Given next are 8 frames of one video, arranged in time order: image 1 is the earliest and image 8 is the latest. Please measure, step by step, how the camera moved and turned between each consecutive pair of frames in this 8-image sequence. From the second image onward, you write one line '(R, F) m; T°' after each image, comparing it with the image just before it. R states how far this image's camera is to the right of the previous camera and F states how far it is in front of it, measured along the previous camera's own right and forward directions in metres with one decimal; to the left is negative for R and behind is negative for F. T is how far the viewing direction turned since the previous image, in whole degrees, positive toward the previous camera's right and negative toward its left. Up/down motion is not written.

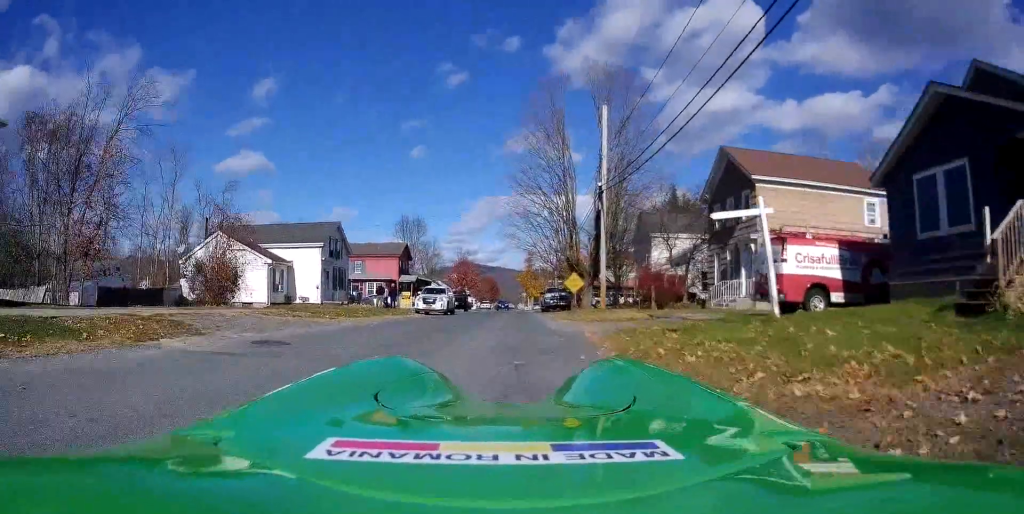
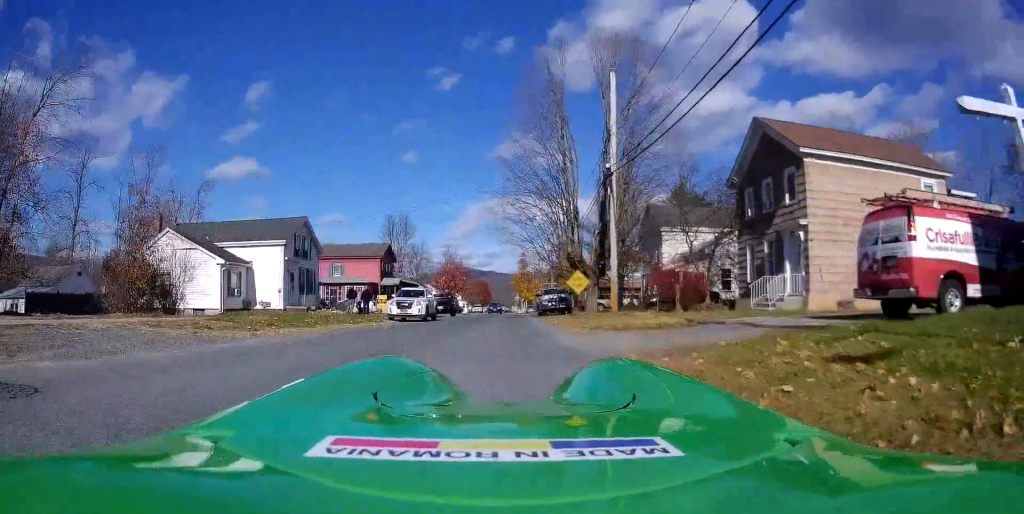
(+0.1, +5.4) m; +1°
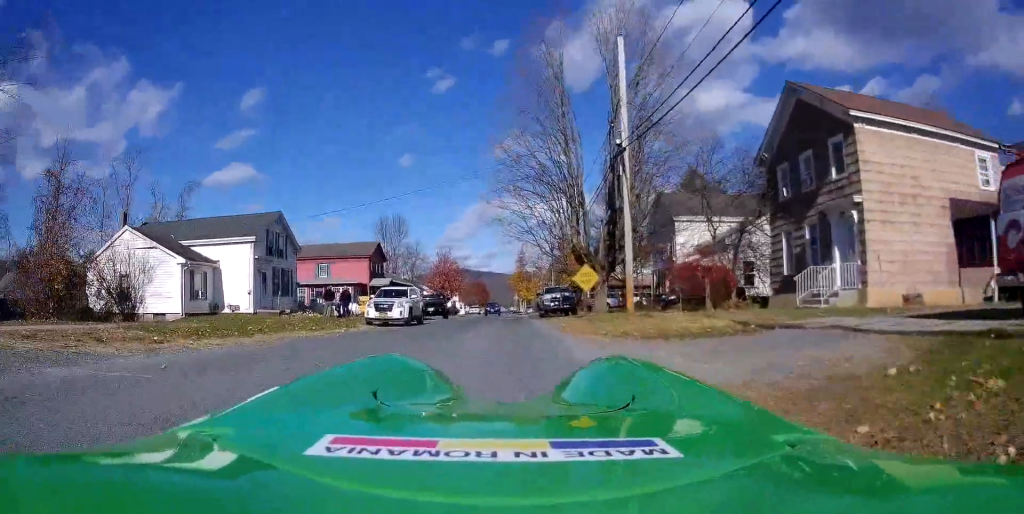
(0.0, +4.0) m; 0°
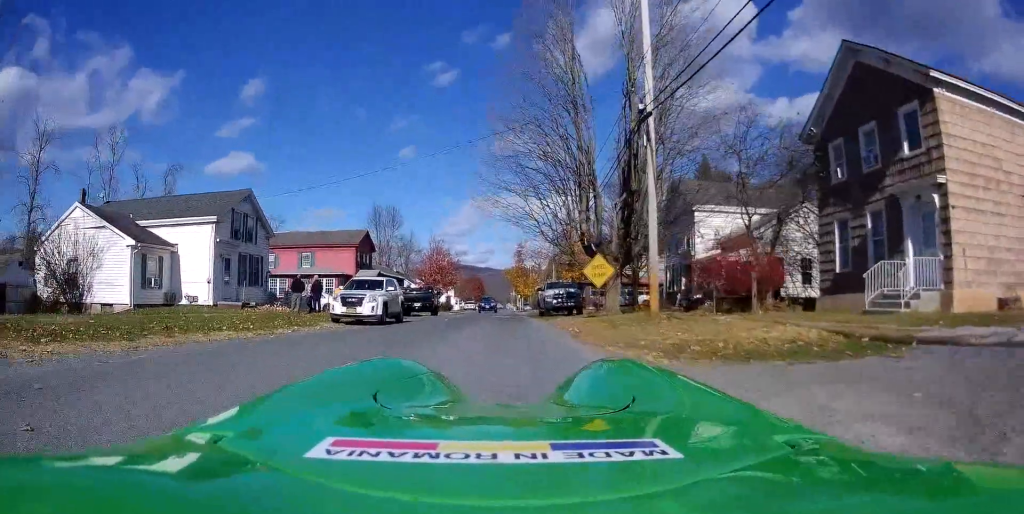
(0.0, +3.9) m; 0°
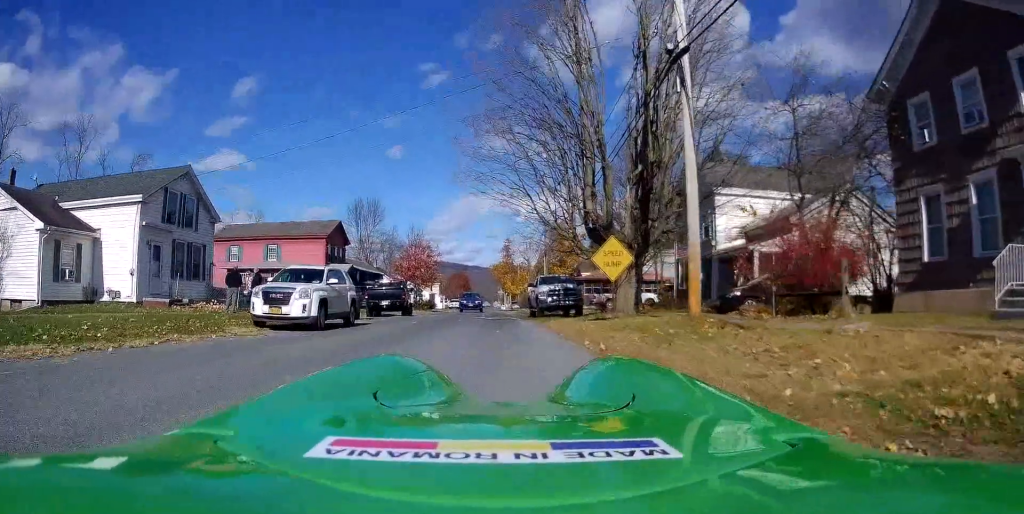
(0.0, +6.2) m; -2°
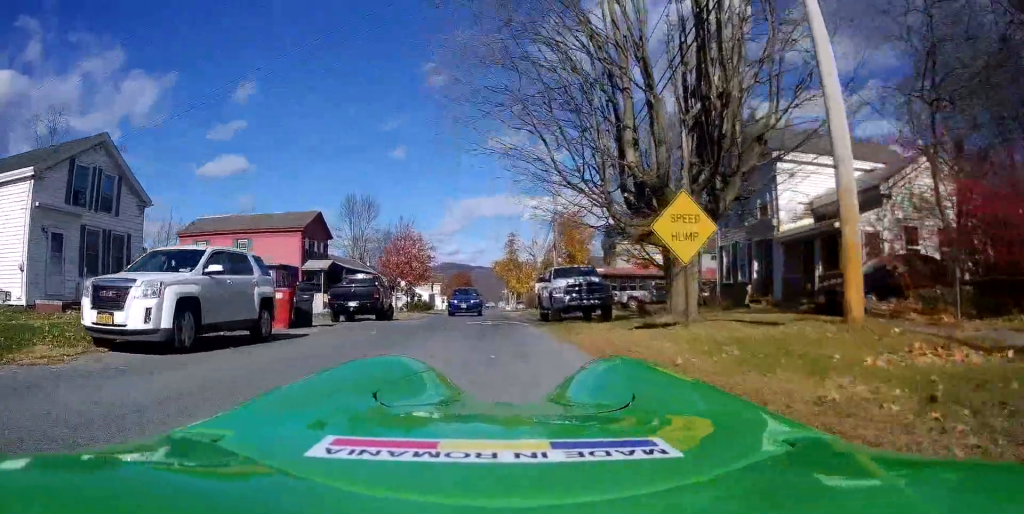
(-0.2, +8.1) m; -1°
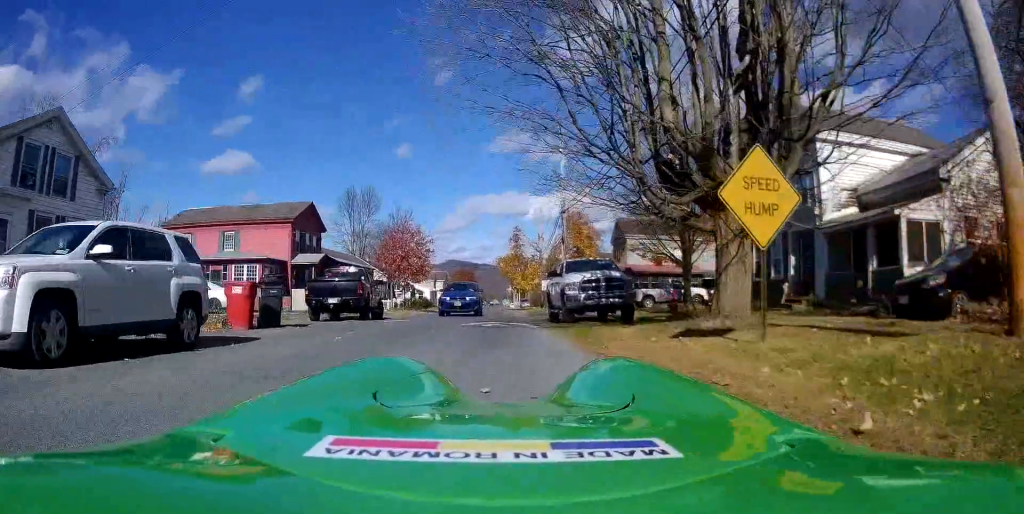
(-0.2, +3.9) m; 0°
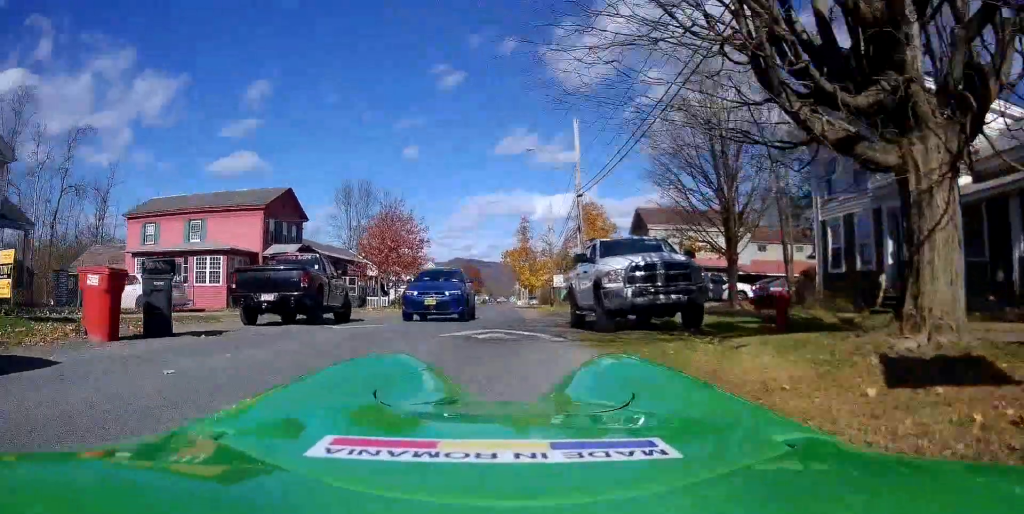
(+0.3, +5.2) m; +3°
